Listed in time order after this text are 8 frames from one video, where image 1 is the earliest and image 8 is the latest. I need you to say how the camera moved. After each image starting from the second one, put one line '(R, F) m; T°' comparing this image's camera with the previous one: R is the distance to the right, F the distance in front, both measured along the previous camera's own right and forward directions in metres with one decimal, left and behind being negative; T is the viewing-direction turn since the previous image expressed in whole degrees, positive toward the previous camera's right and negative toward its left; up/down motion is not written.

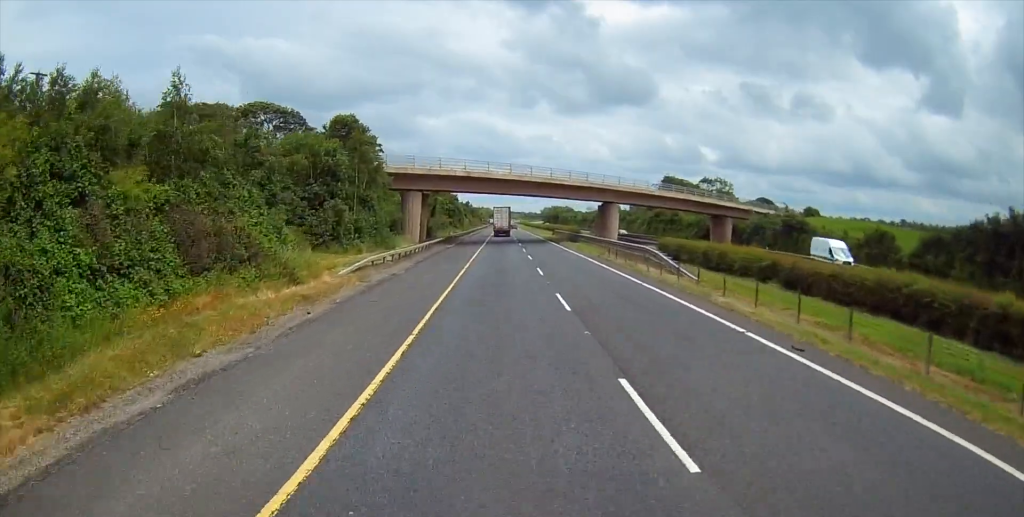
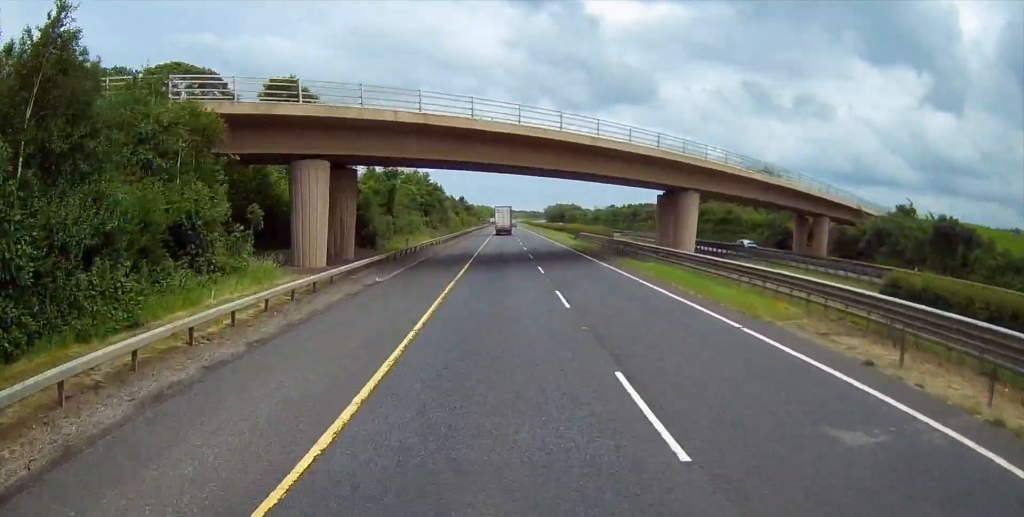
(0.0, +35.8) m; +1°
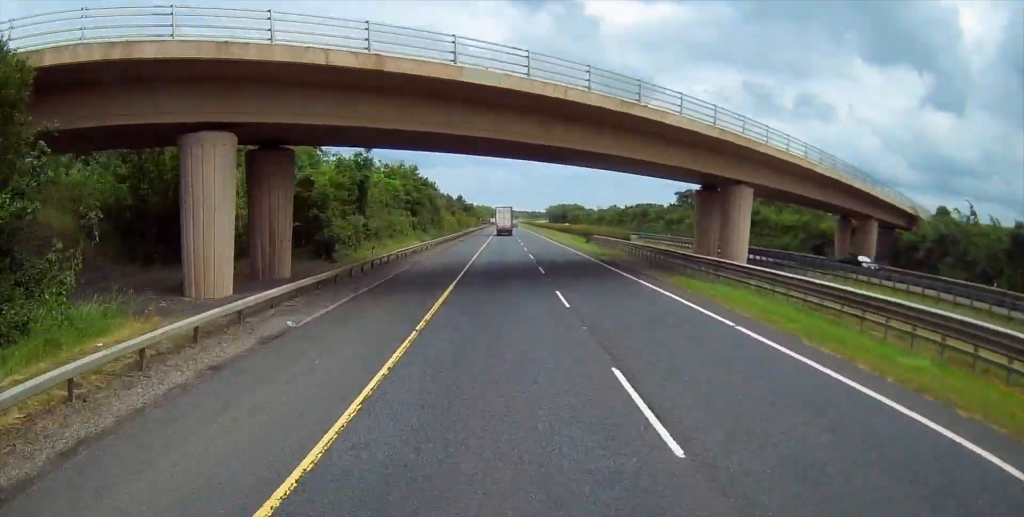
(+0.3, +11.6) m; 0°
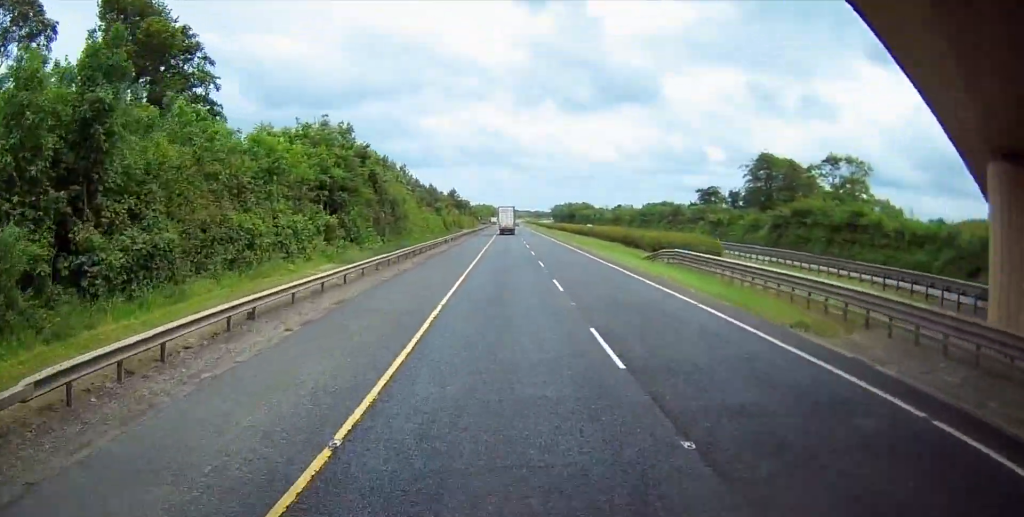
(-0.5, +31.6) m; -1°
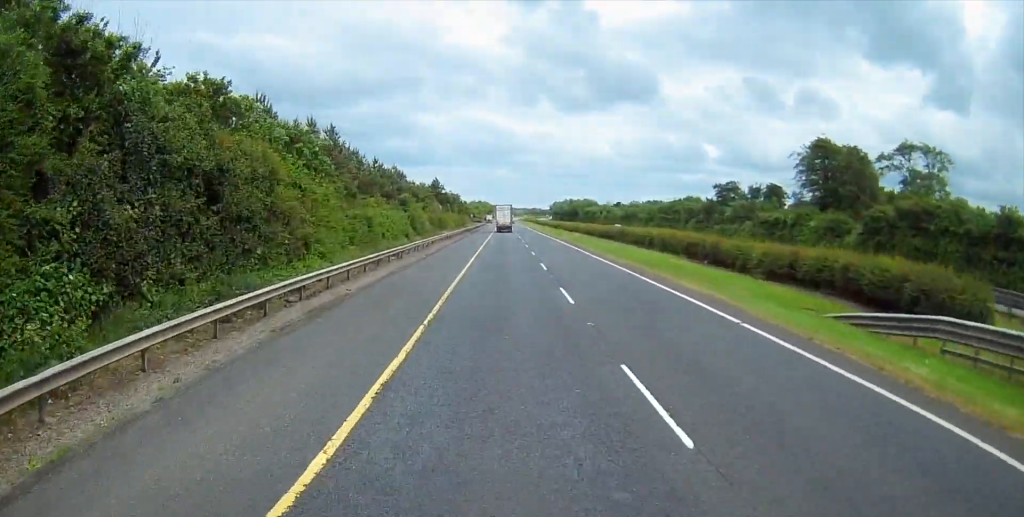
(+0.3, +27.6) m; +1°
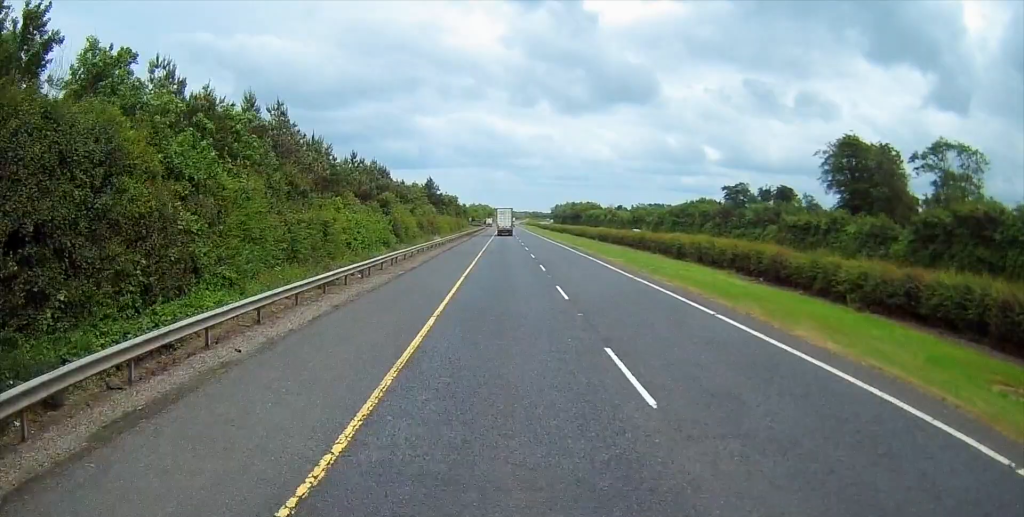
(+0.2, +9.9) m; 0°
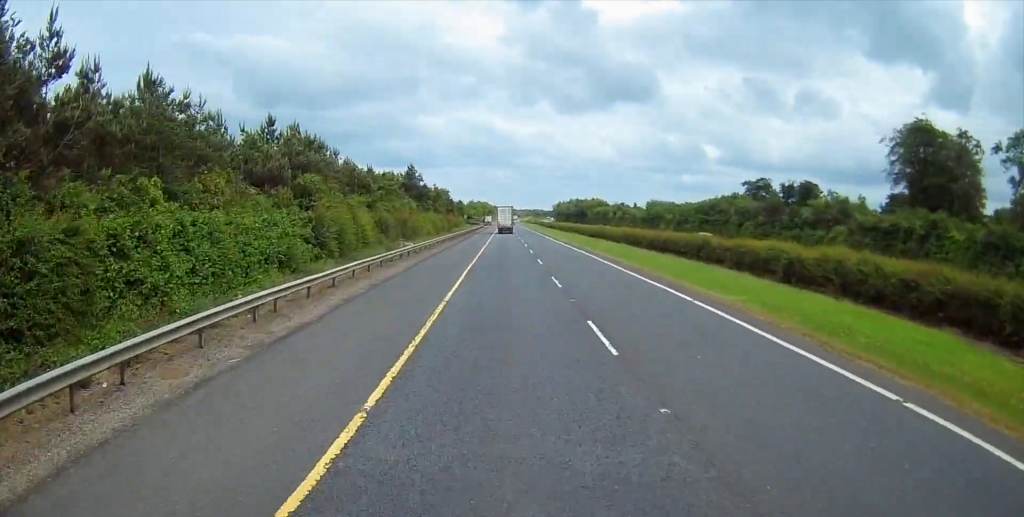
(-0.1, +20.7) m; -1°
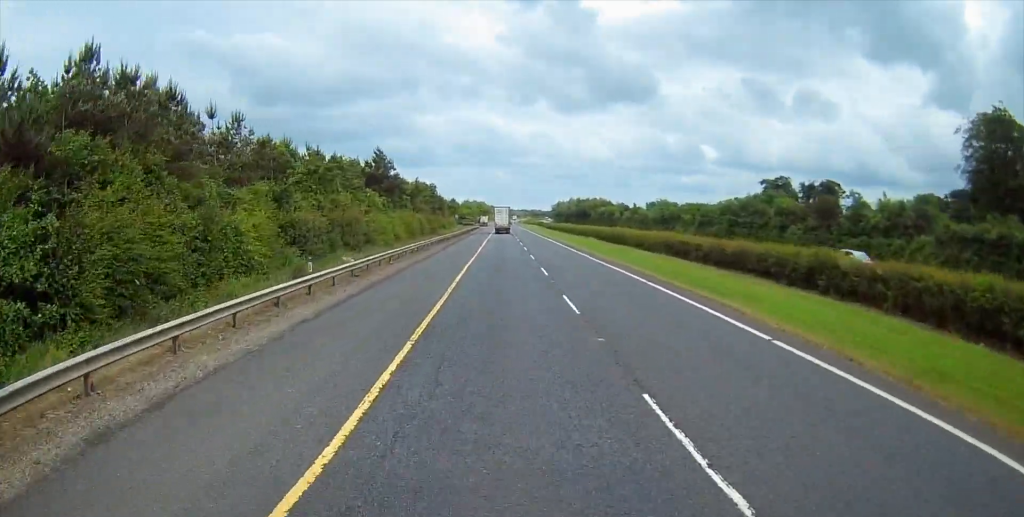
(-0.2, +18.5) m; 0°
